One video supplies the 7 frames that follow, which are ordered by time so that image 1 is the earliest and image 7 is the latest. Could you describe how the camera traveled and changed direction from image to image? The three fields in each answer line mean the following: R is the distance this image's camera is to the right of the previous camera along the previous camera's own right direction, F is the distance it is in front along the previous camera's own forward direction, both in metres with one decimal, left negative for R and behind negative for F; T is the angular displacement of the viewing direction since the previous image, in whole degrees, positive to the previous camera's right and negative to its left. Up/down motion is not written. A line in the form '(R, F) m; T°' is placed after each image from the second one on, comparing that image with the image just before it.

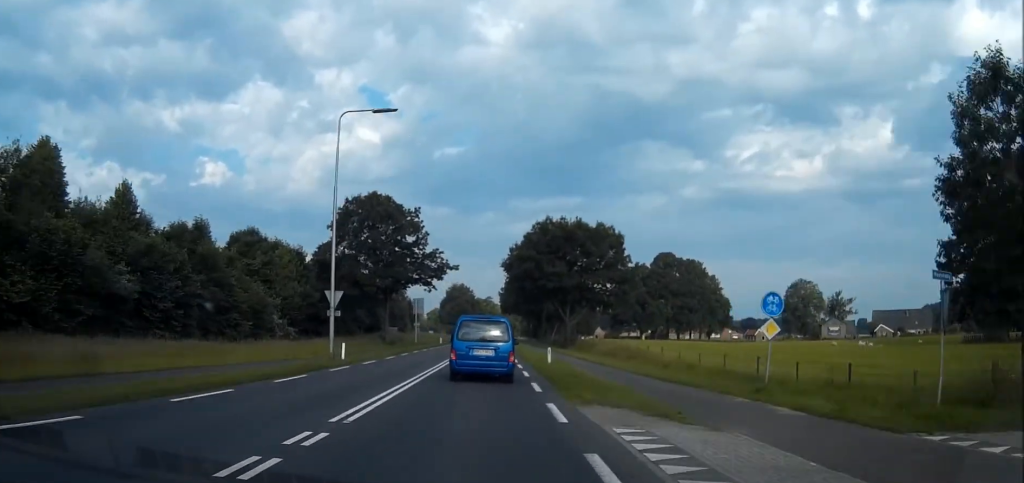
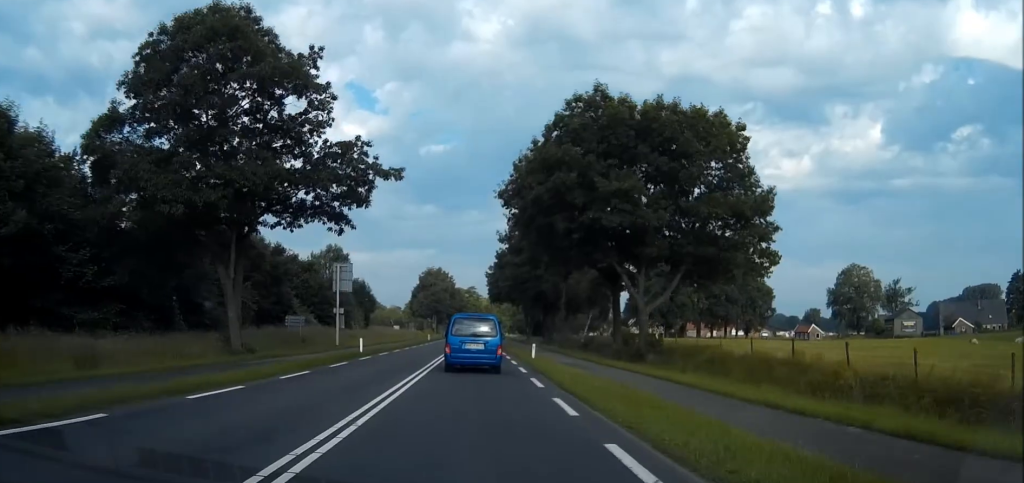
(+0.9, +46.8) m; +2°
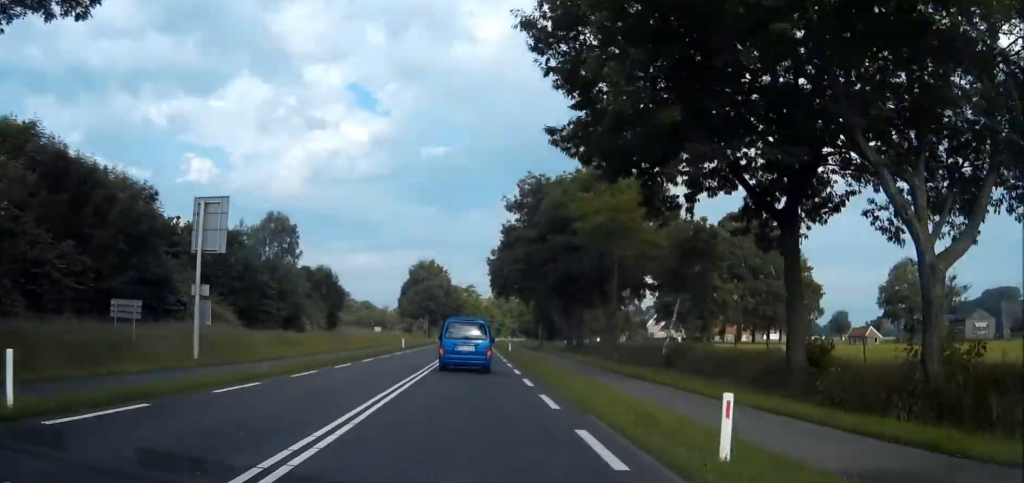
(+0.1, +28.8) m; +1°
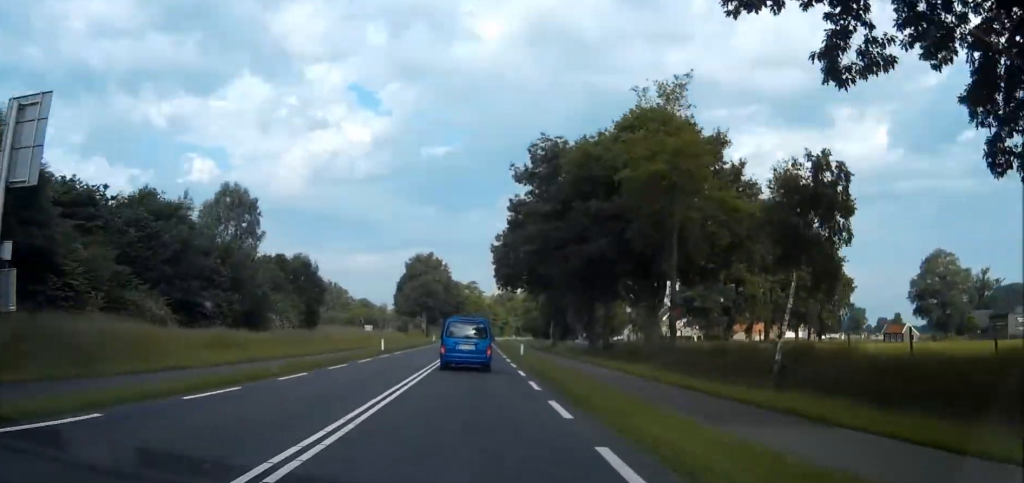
(+0.2, +14.0) m; 0°
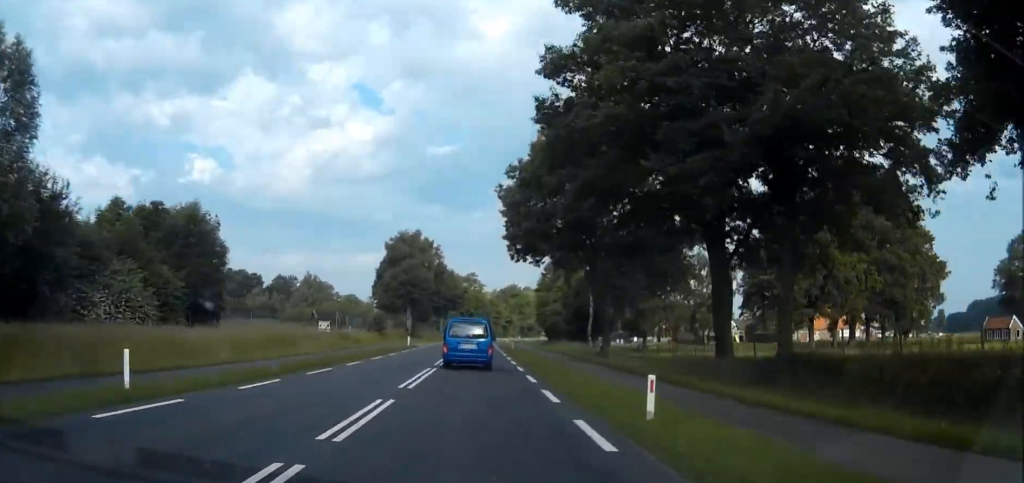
(+0.1, +33.9) m; 0°
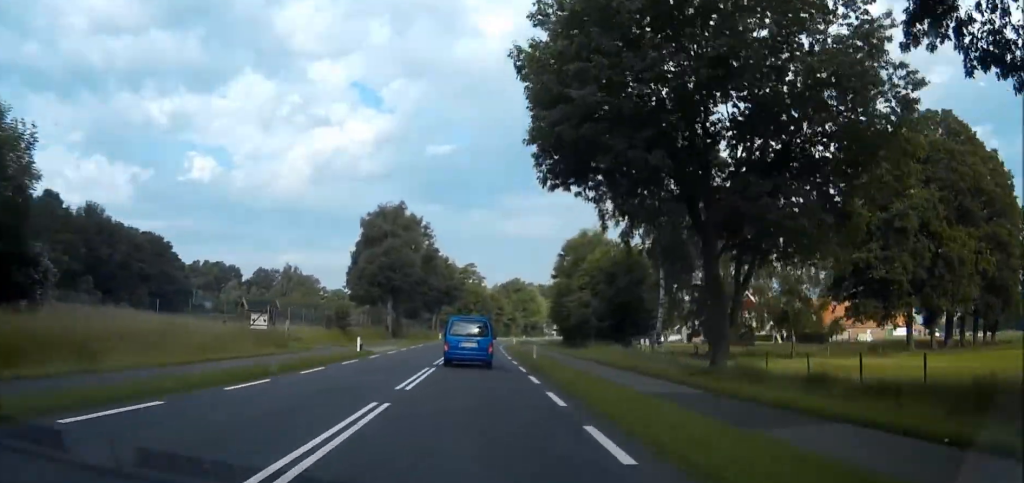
(-0.1, +25.2) m; 0°
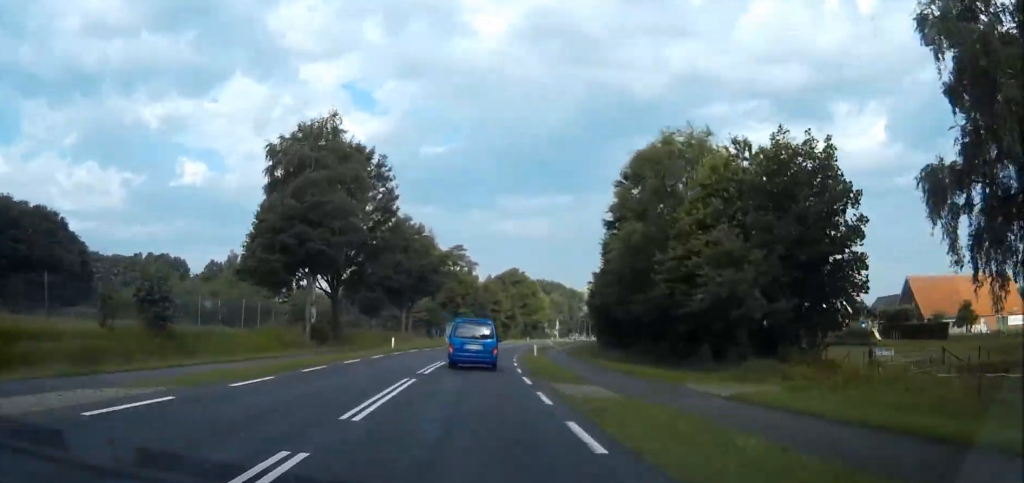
(+0.3, +42.5) m; +1°
